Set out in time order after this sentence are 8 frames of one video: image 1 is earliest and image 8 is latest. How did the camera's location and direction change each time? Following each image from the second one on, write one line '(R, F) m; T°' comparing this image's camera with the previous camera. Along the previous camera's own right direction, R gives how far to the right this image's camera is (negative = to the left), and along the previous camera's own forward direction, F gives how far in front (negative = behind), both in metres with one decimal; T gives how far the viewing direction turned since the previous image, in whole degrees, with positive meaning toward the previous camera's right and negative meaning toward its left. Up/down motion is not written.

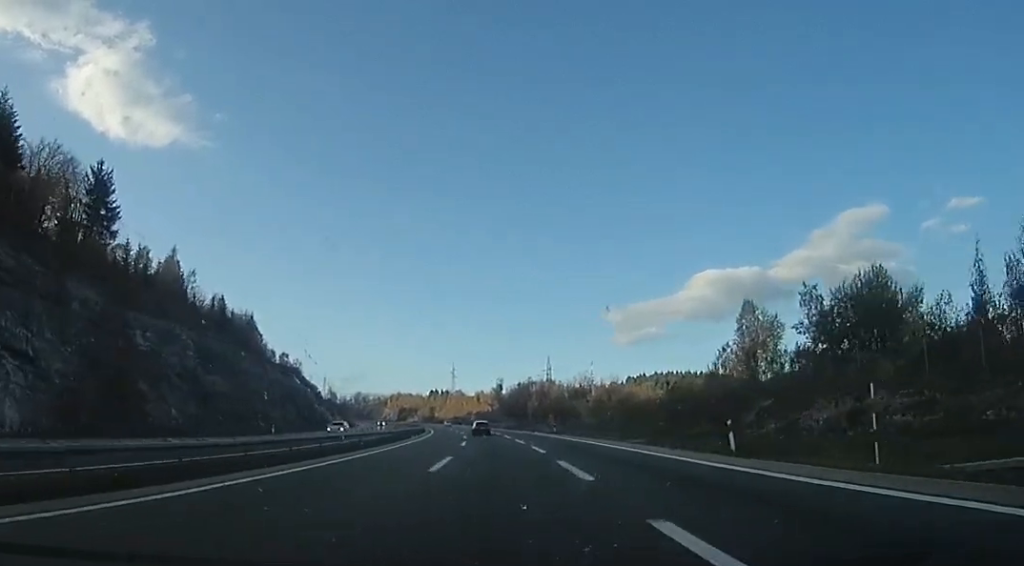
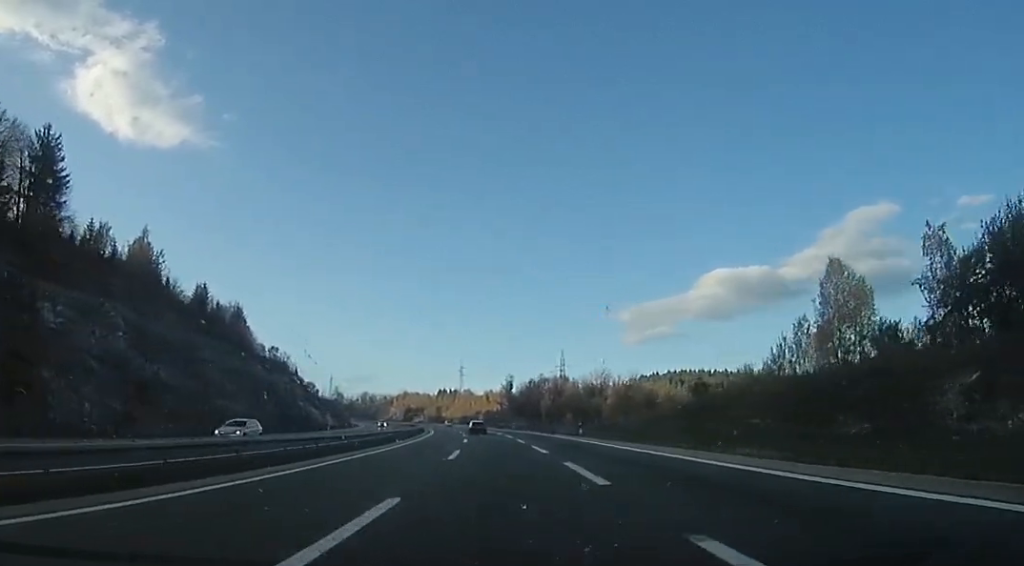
(+0.2, +12.8) m; -1°
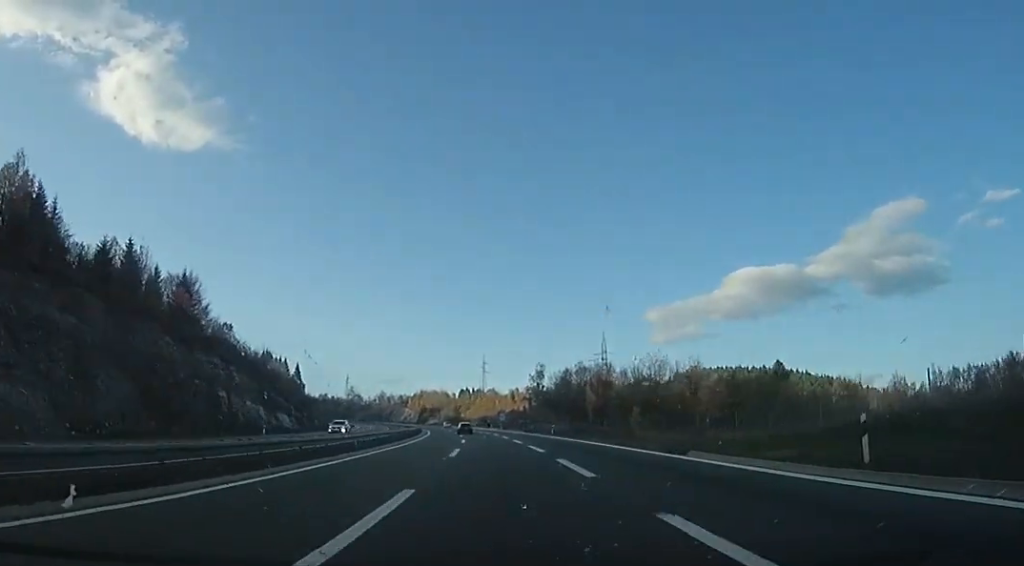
(-1.0, +34.1) m; -2°
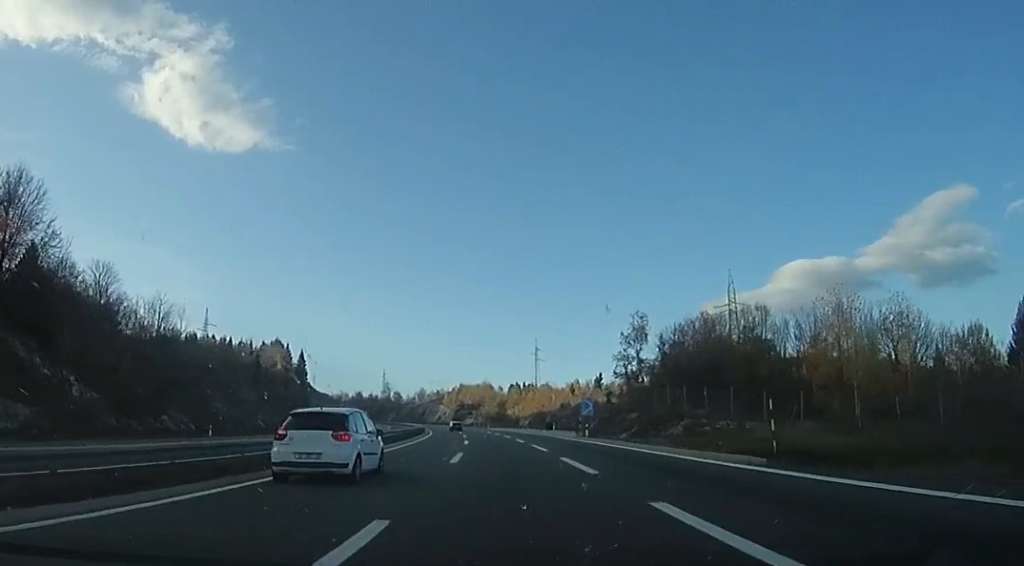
(-1.7, +57.6) m; -3°
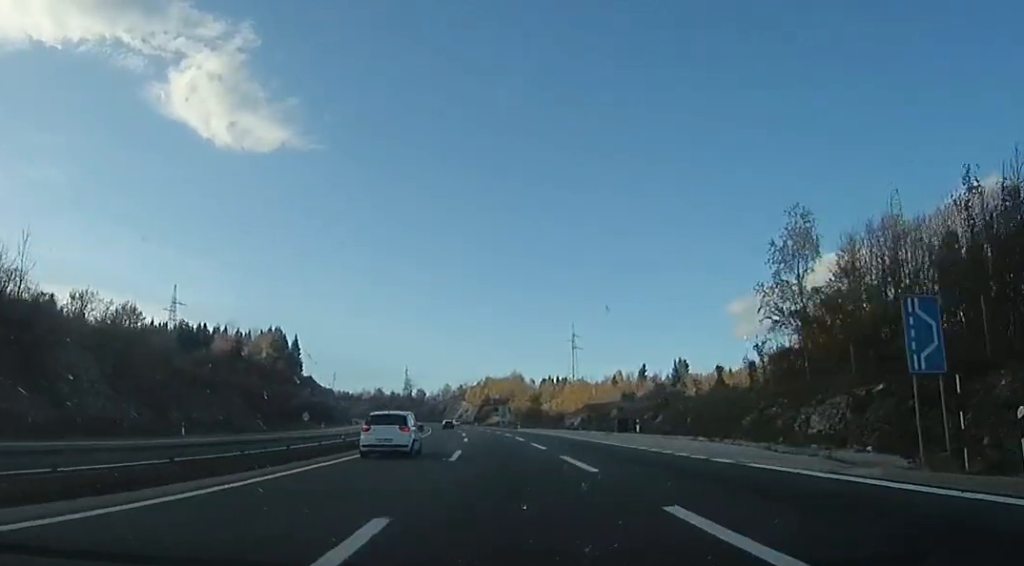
(-0.6, +36.2) m; -3°
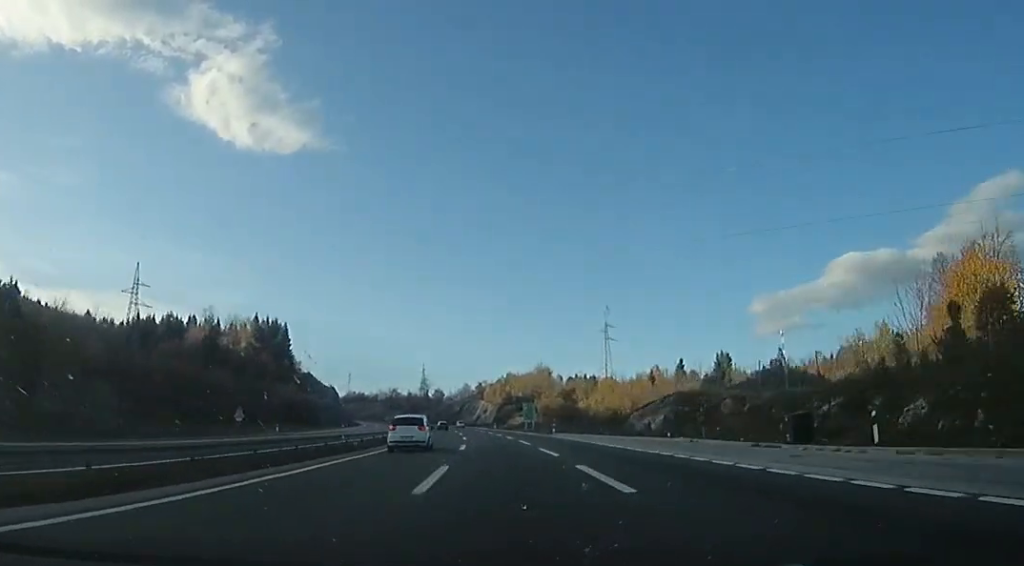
(-0.8, +27.3) m; -3°
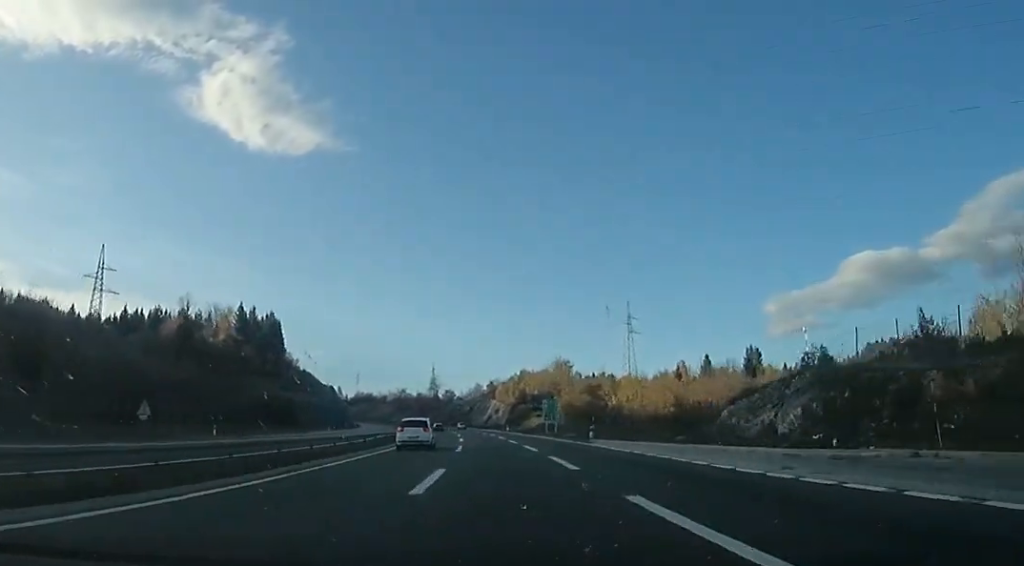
(-0.3, +17.8) m; -1°
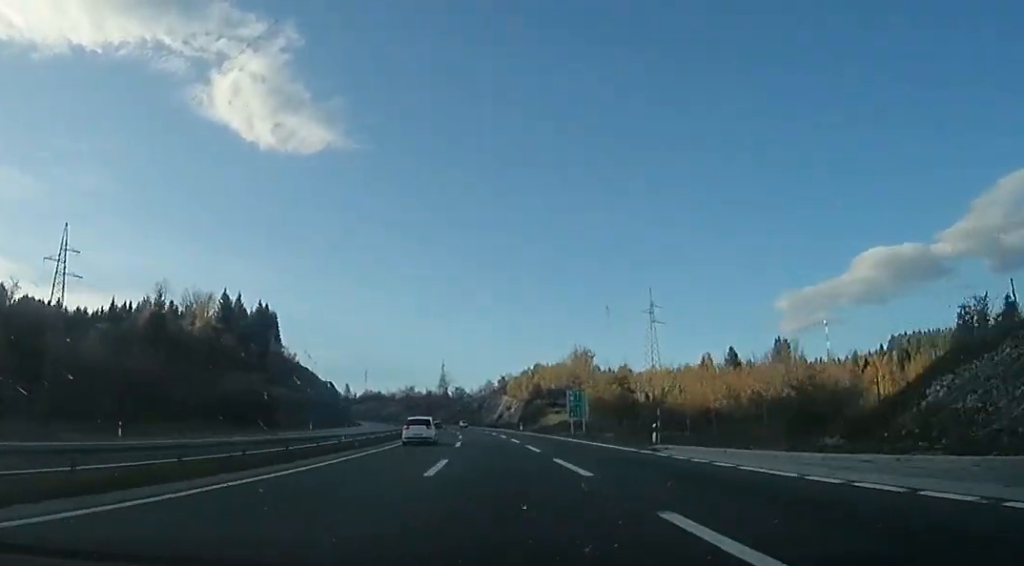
(0.0, +15.0) m; -1°
